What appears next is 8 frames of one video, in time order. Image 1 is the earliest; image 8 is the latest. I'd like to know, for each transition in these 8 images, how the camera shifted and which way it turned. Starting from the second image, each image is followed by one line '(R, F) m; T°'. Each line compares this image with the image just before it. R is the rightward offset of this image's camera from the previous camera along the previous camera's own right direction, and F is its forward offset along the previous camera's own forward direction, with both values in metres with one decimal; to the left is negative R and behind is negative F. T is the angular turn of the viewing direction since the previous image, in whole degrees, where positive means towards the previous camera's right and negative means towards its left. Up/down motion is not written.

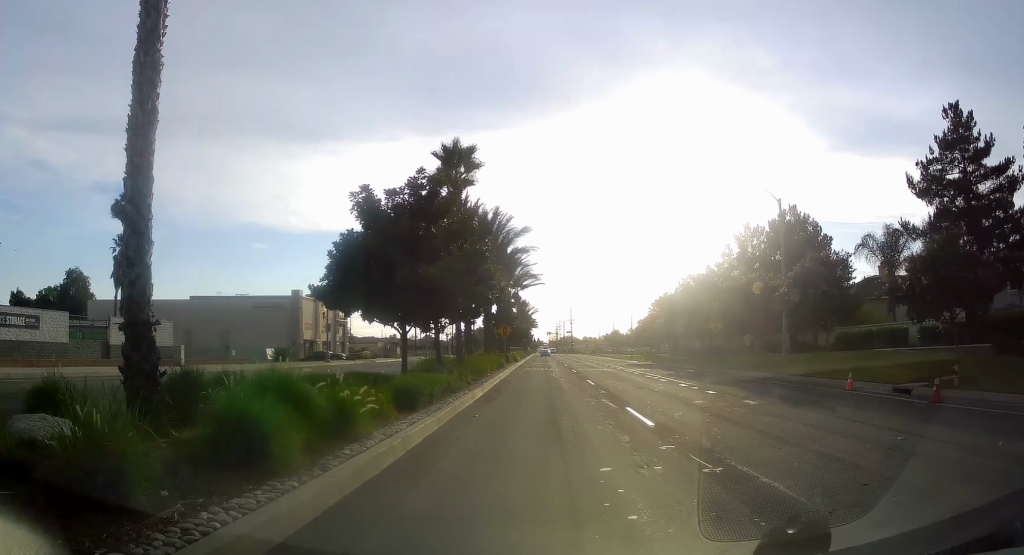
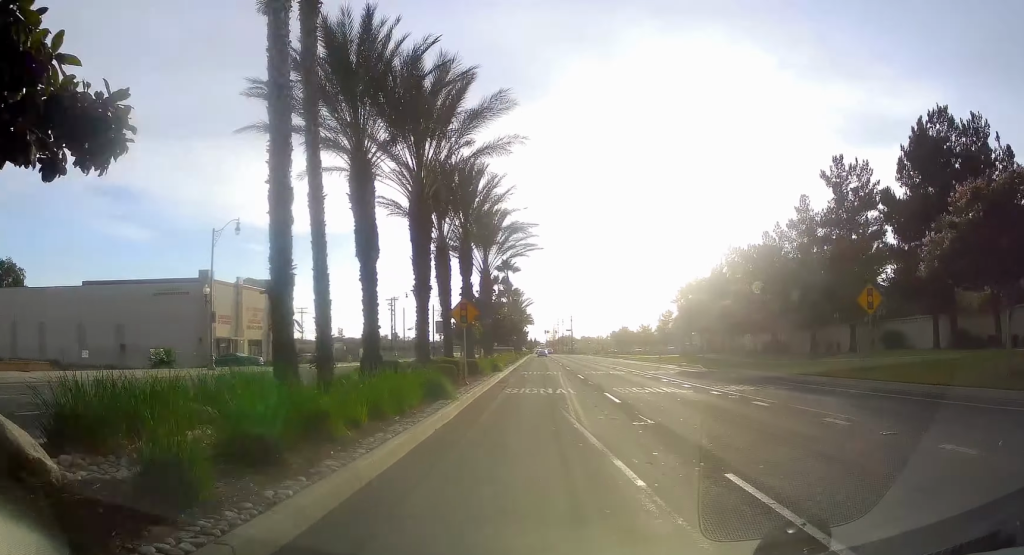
(-0.2, +23.9) m; 0°
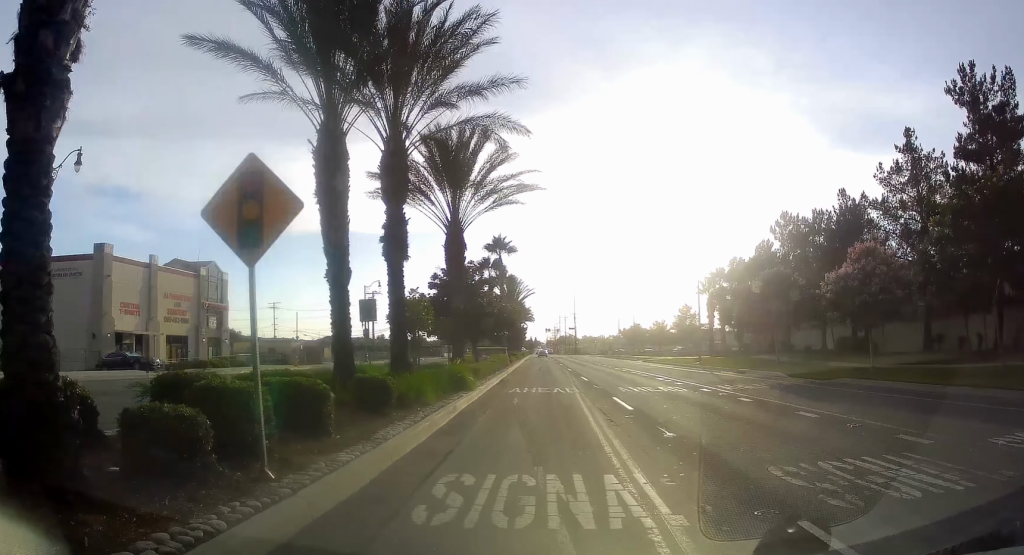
(+0.2, +17.1) m; +1°
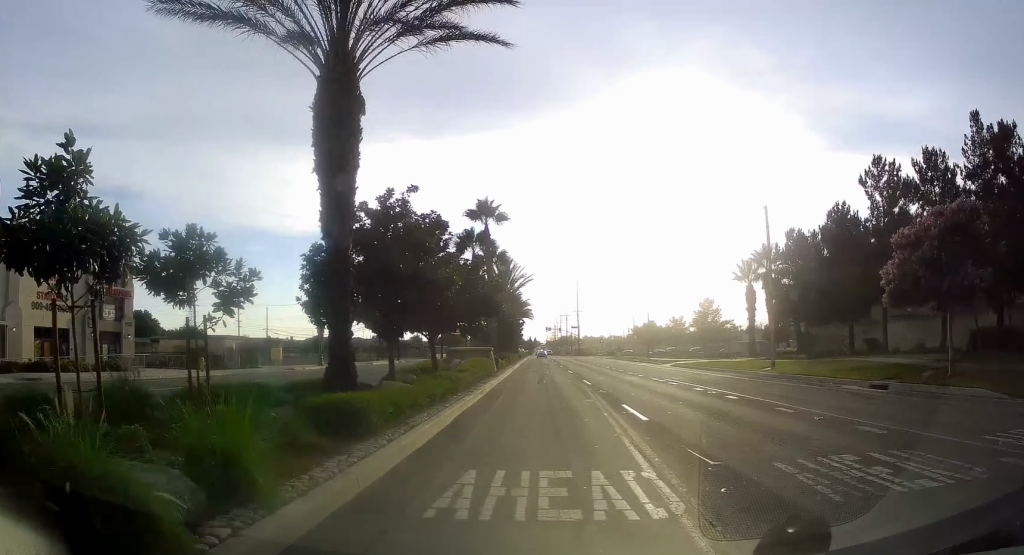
(+0.2, +16.9) m; +1°
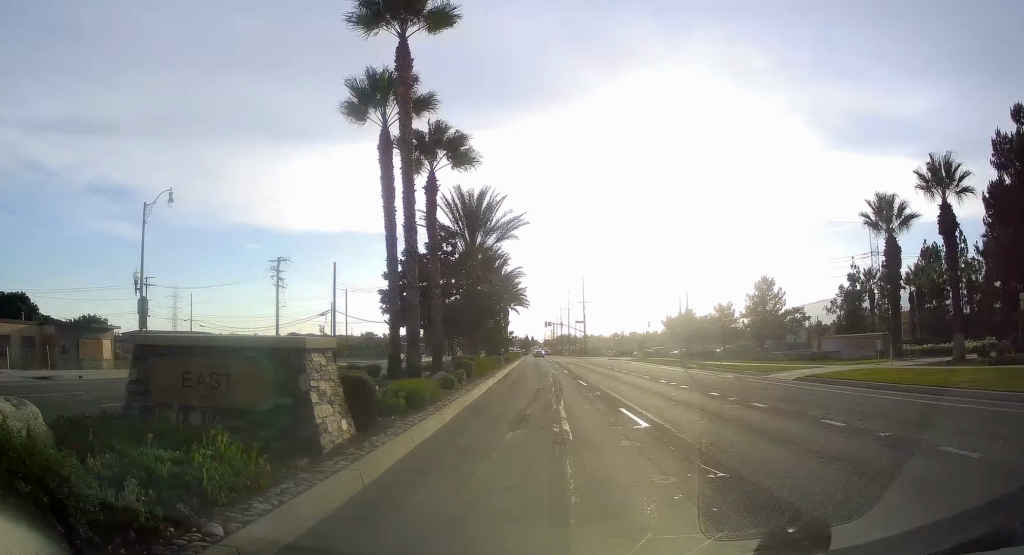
(0.0, +29.7) m; -1°
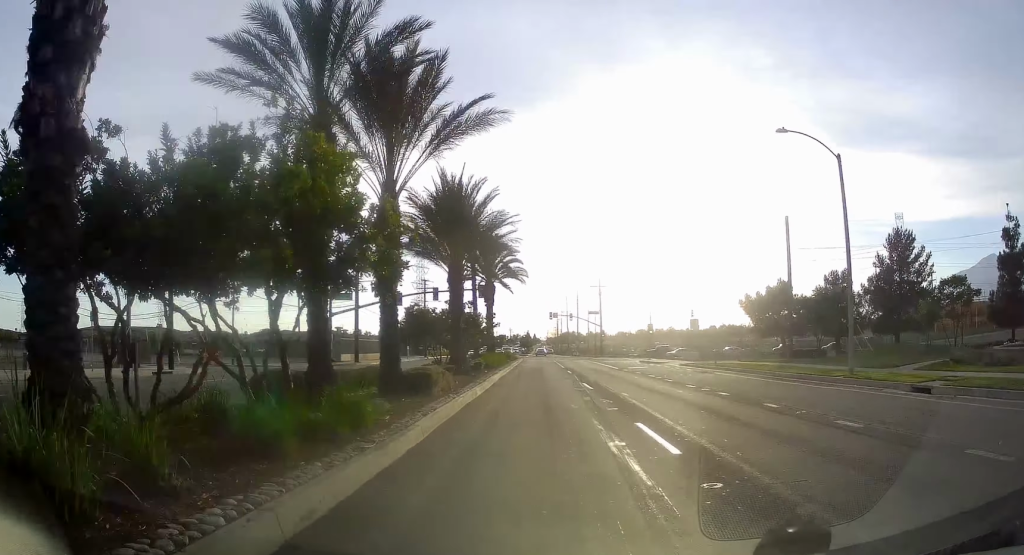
(-0.6, +32.0) m; 0°
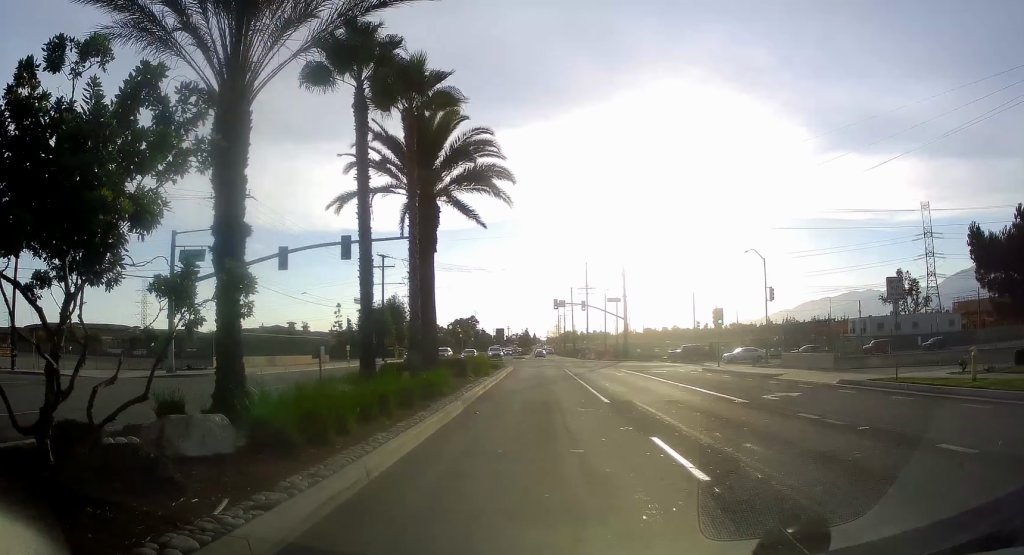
(+0.7, +31.3) m; +1°
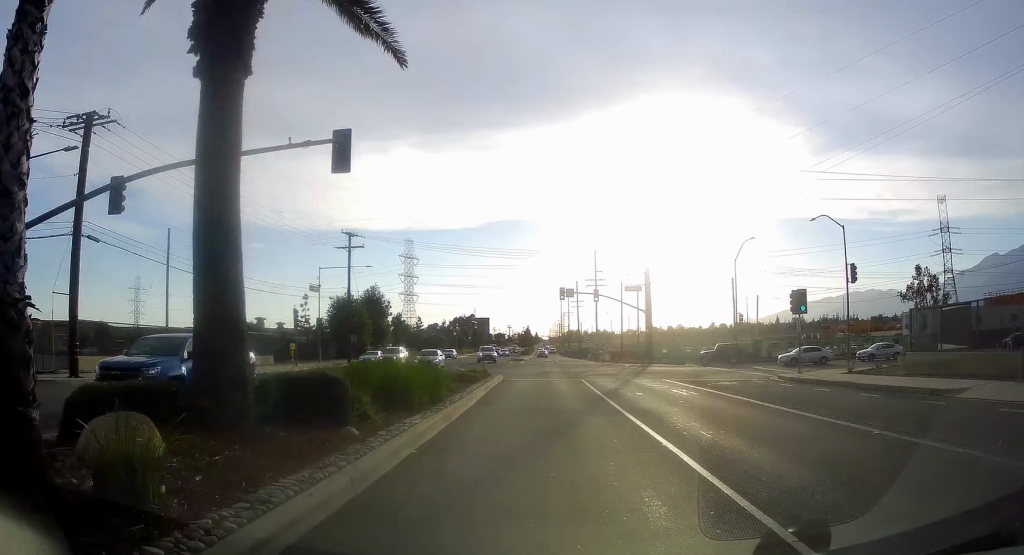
(0.0, +16.4) m; -1°
